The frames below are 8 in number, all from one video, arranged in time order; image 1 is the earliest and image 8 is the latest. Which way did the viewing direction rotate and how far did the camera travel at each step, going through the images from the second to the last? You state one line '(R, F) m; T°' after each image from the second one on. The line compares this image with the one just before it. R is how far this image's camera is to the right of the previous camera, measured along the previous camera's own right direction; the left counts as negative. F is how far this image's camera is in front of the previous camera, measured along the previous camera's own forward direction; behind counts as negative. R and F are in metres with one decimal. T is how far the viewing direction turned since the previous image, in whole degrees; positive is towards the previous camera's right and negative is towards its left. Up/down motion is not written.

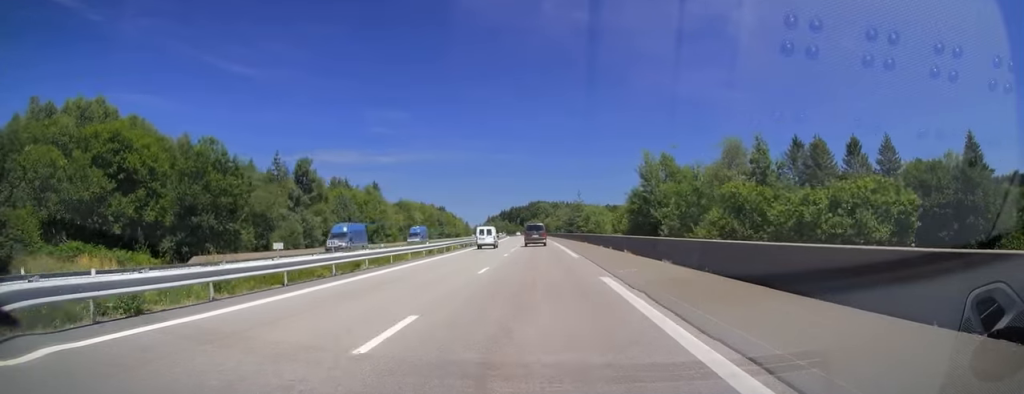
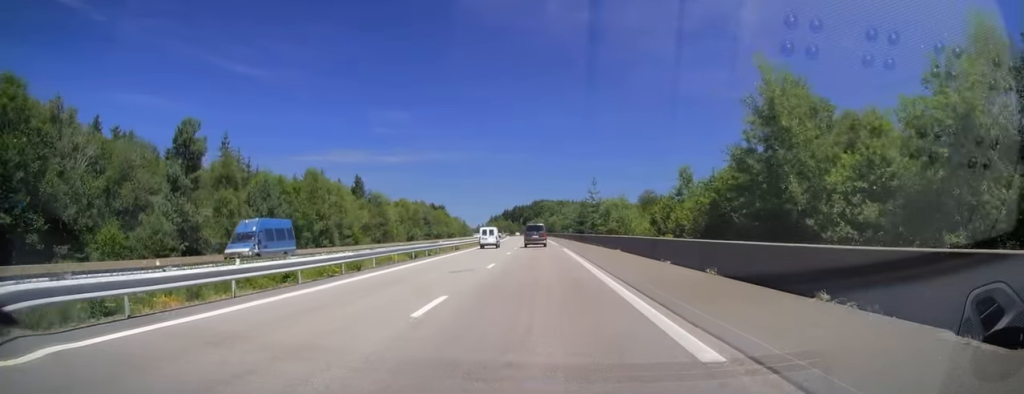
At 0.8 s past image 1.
(-0.1, +23.1) m; -1°
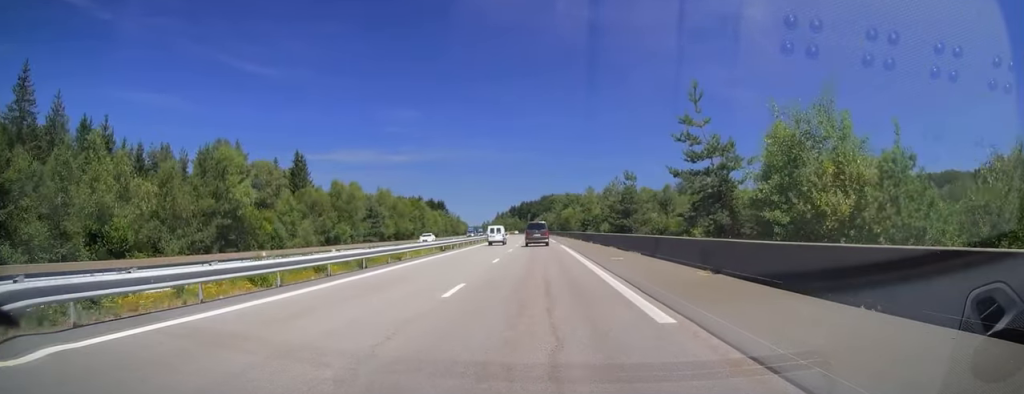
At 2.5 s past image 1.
(-0.5, +49.5) m; -1°
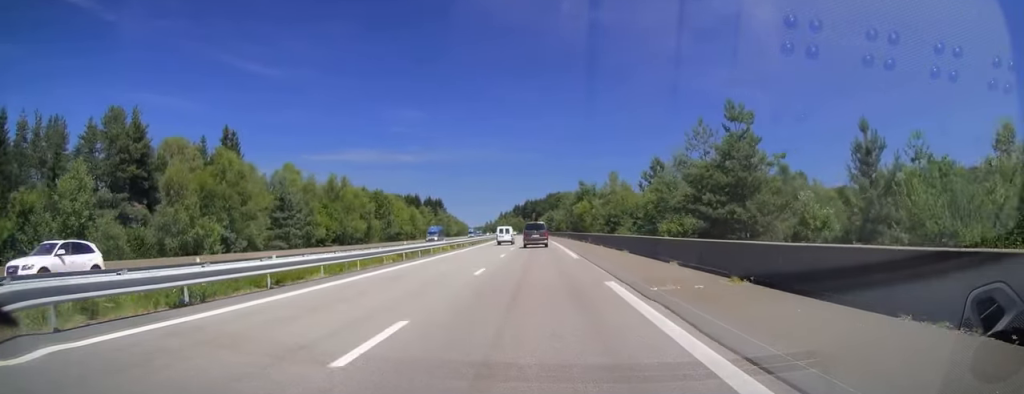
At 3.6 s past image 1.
(-0.1, +32.4) m; -1°
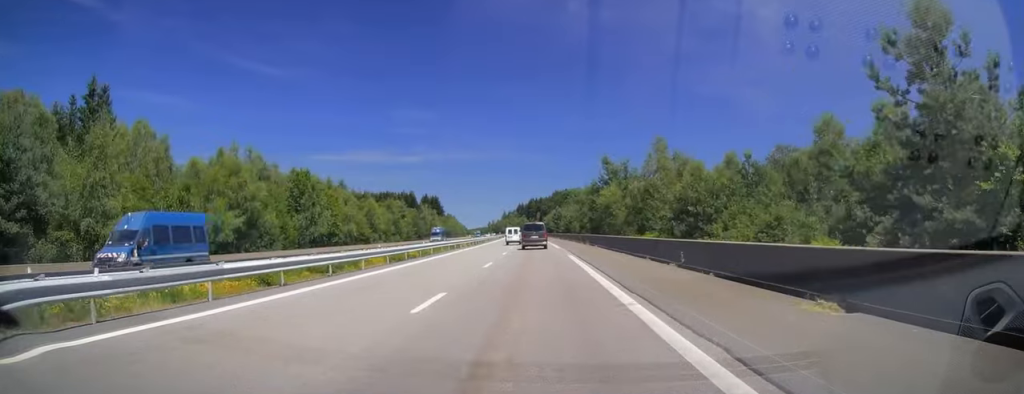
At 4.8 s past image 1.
(-0.3, +34.9) m; 0°
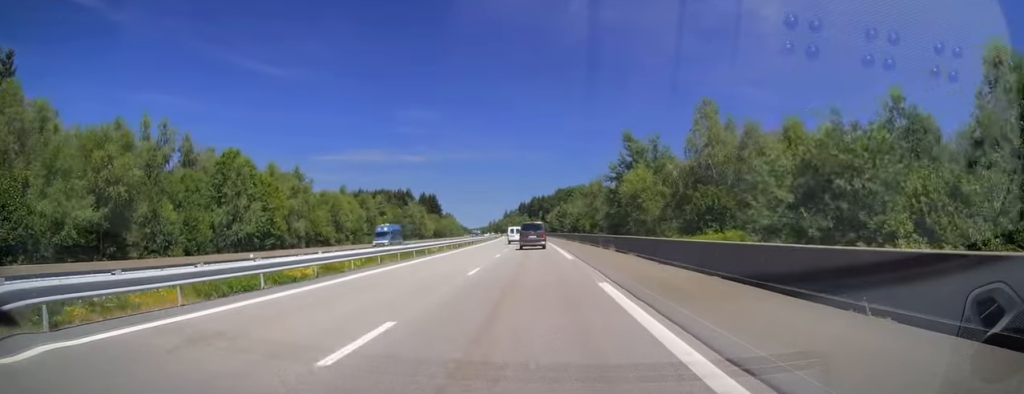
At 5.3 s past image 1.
(+0.2, +17.2) m; 0°
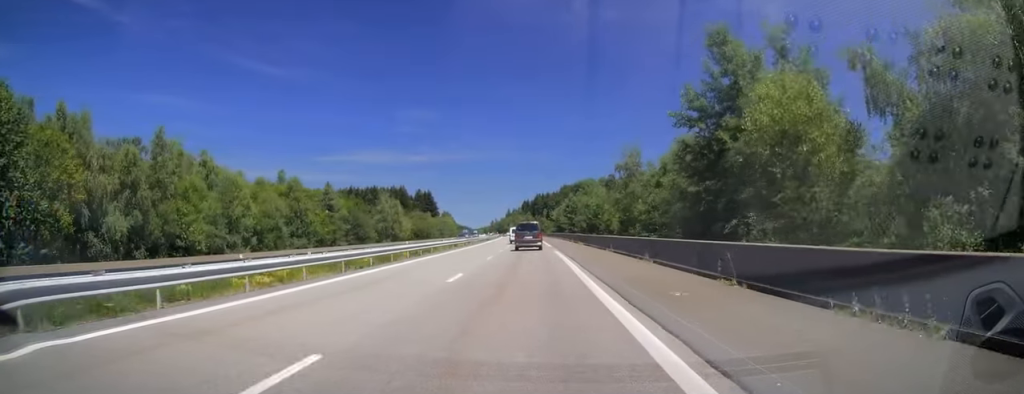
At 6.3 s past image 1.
(-0.3, +28.5) m; -1°
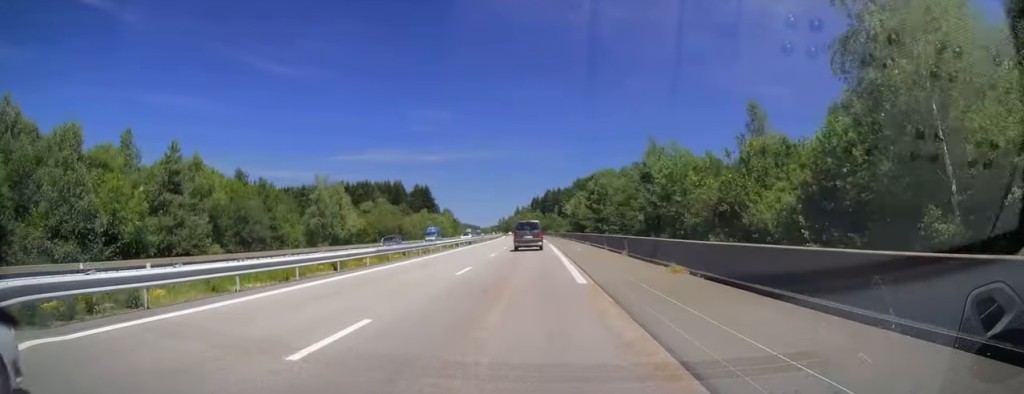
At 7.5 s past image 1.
(-0.4, +36.3) m; 0°
